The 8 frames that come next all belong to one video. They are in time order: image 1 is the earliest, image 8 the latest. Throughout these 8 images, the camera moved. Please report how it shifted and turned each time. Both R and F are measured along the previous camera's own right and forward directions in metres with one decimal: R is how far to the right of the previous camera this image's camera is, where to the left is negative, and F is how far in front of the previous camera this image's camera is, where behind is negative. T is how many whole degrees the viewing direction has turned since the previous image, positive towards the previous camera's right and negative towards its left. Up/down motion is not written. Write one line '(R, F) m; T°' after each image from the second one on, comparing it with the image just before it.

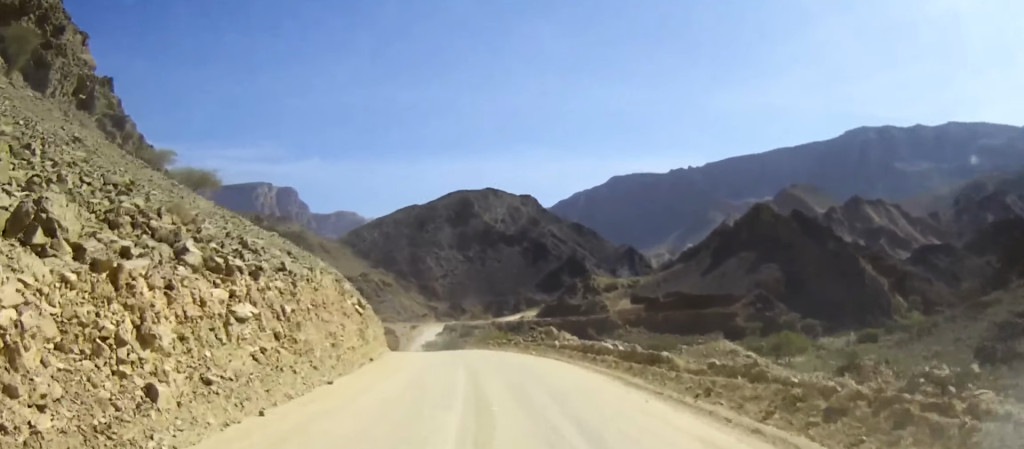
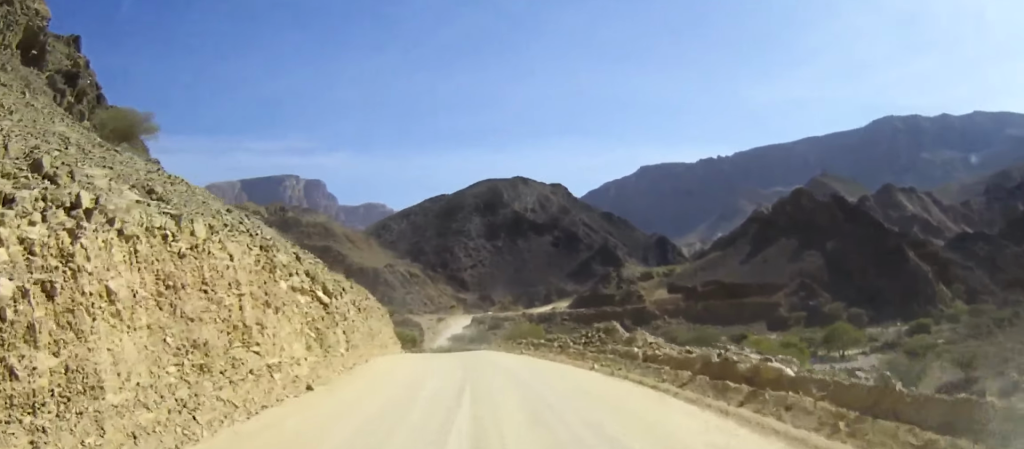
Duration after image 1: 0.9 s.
(-0.3, +12.4) m; -3°
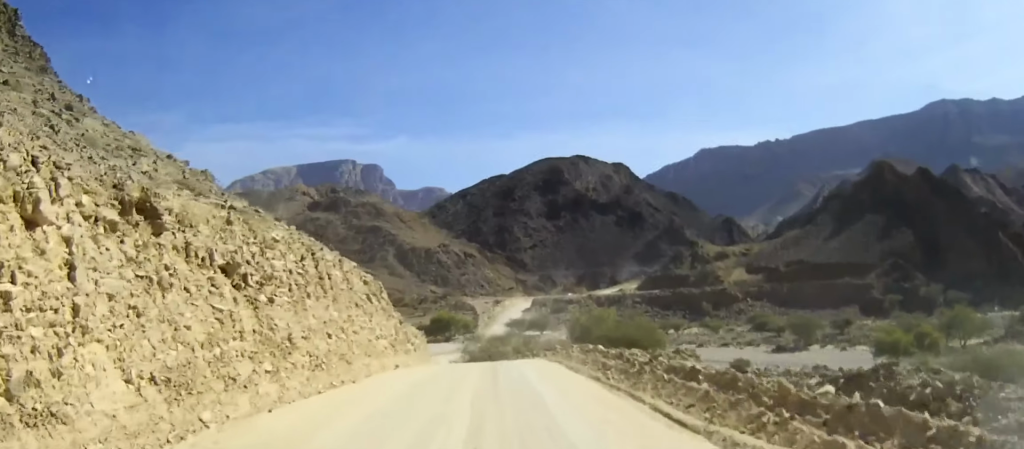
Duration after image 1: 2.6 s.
(-1.1, +24.2) m; -4°
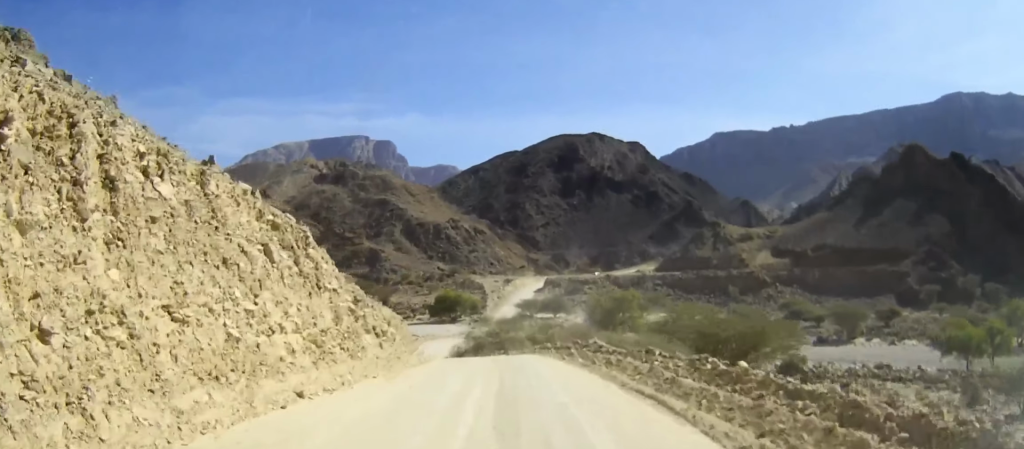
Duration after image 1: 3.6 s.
(-0.2, +13.8) m; -1°
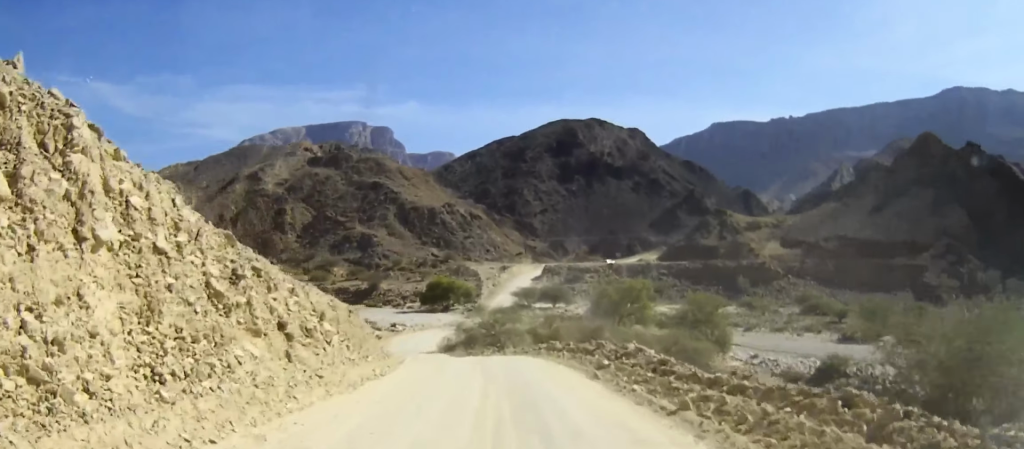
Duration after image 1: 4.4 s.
(0.0, +10.7) m; 0°
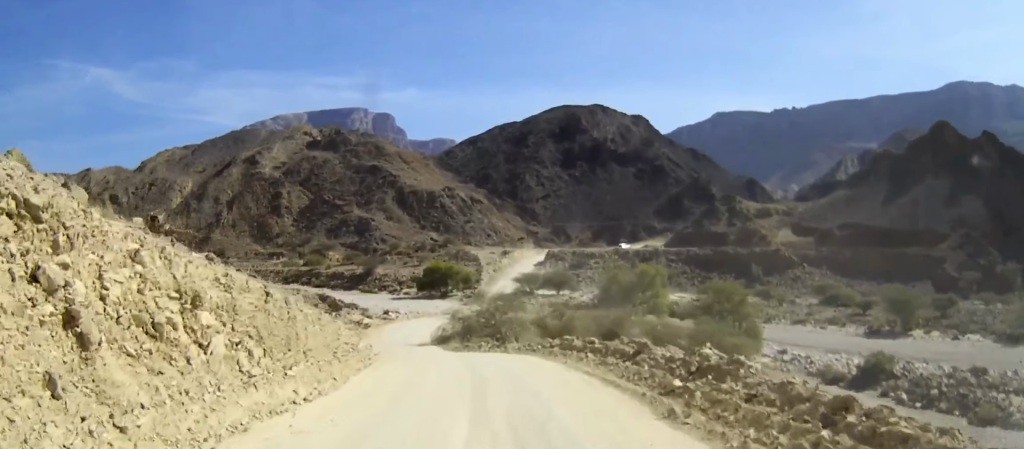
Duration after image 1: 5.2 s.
(0.0, +8.6) m; 0°
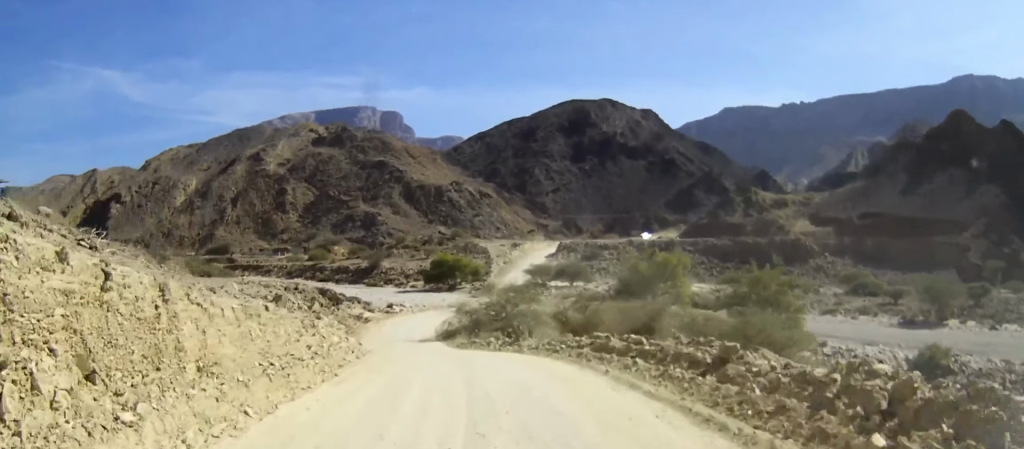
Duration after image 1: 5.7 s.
(0.0, +6.5) m; -1°
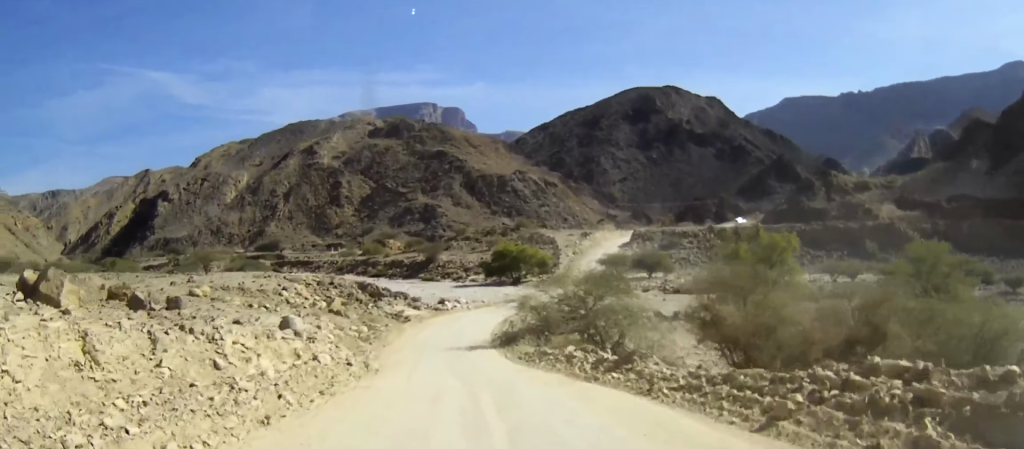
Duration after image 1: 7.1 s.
(-0.5, +15.9) m; -5°
